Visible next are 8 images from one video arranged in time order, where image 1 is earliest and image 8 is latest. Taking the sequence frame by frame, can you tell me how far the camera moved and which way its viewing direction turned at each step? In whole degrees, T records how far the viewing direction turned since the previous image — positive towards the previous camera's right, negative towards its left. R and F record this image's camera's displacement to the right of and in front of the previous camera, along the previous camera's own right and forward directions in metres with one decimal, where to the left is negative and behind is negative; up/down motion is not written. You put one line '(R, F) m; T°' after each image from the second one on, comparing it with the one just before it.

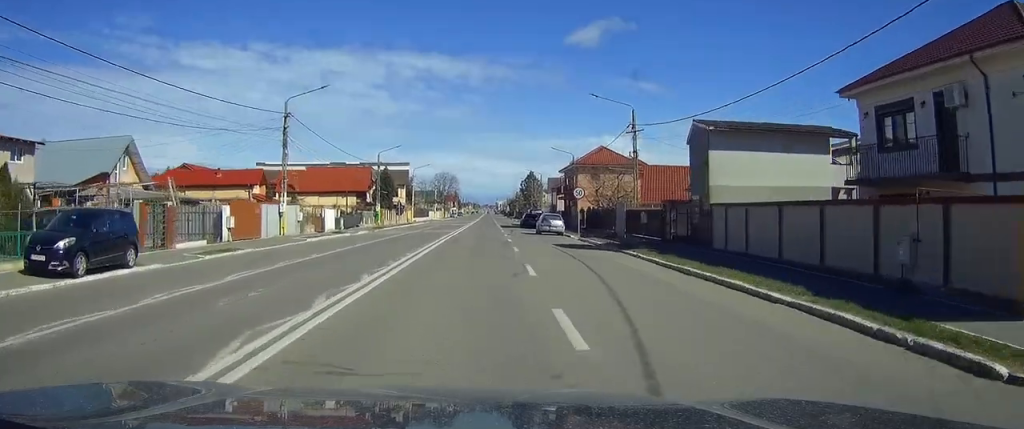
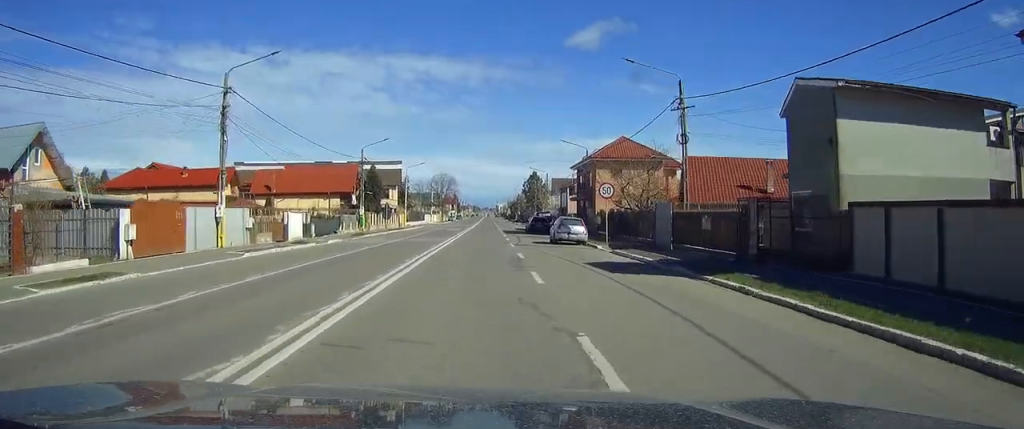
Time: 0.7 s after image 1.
(+0.1, +10.4) m; 0°
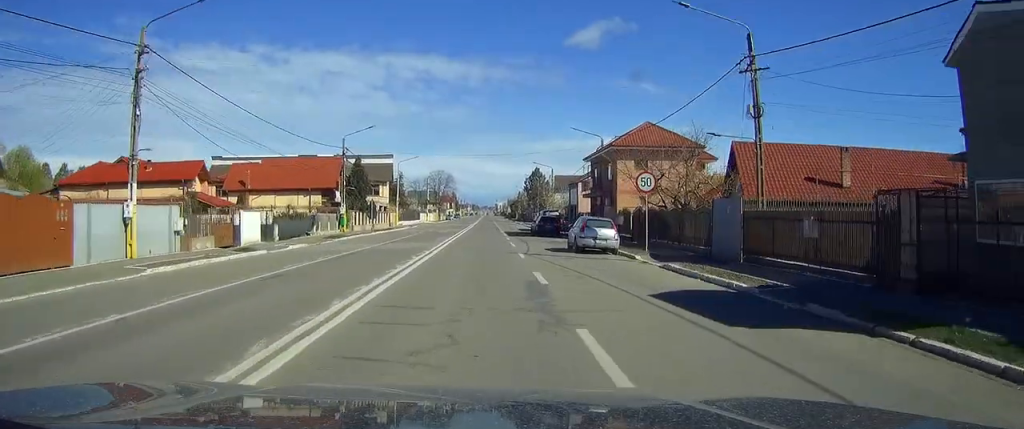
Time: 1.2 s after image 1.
(0.0, +8.9) m; 0°
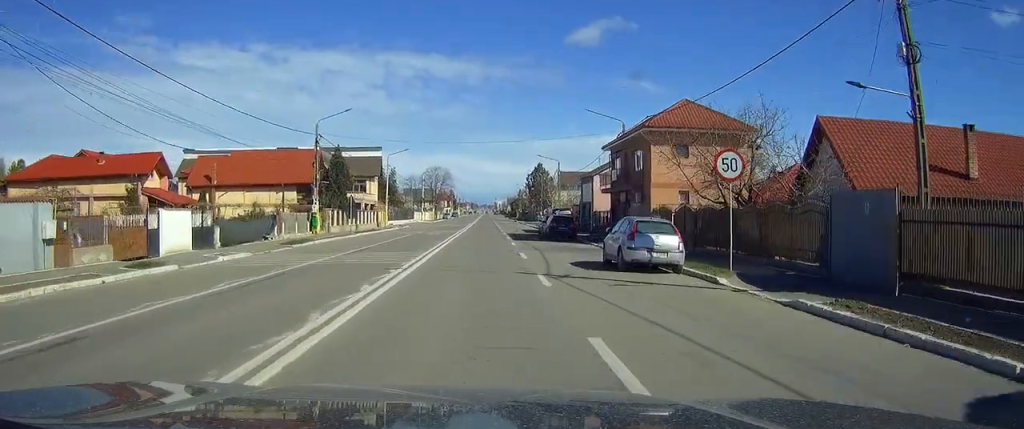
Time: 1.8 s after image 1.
(0.0, +9.6) m; 0°
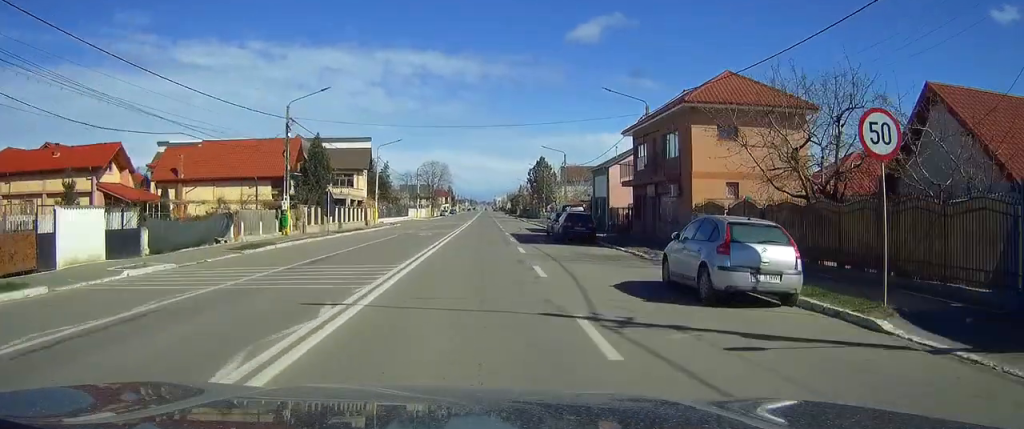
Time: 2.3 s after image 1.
(0.0, +7.5) m; 0°
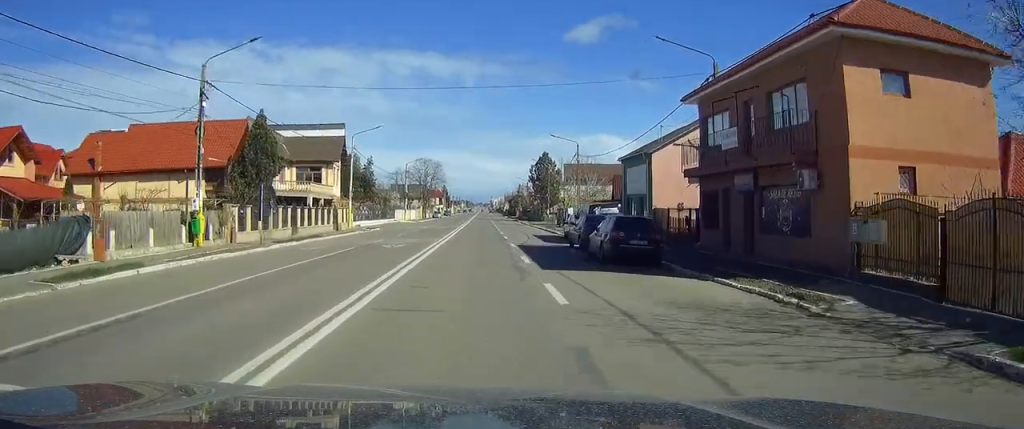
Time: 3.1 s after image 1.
(+0.1, +13.4) m; 0°
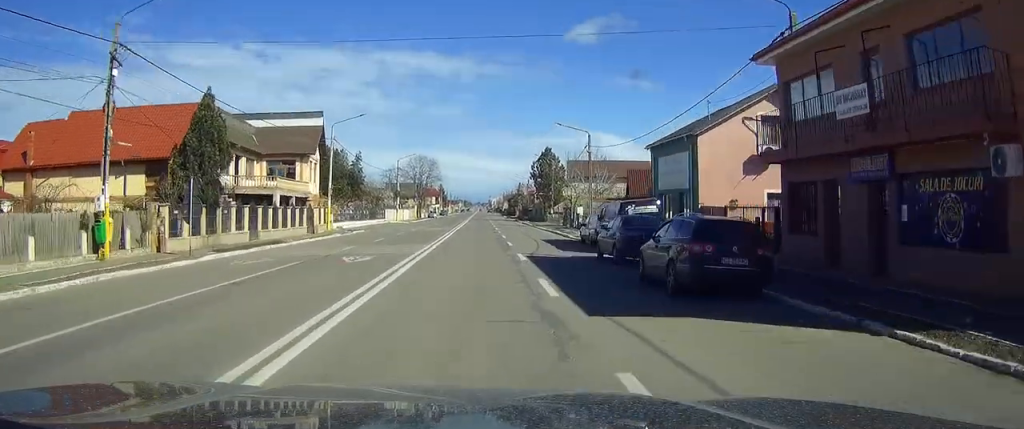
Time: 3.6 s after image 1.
(0.0, +8.1) m; 0°
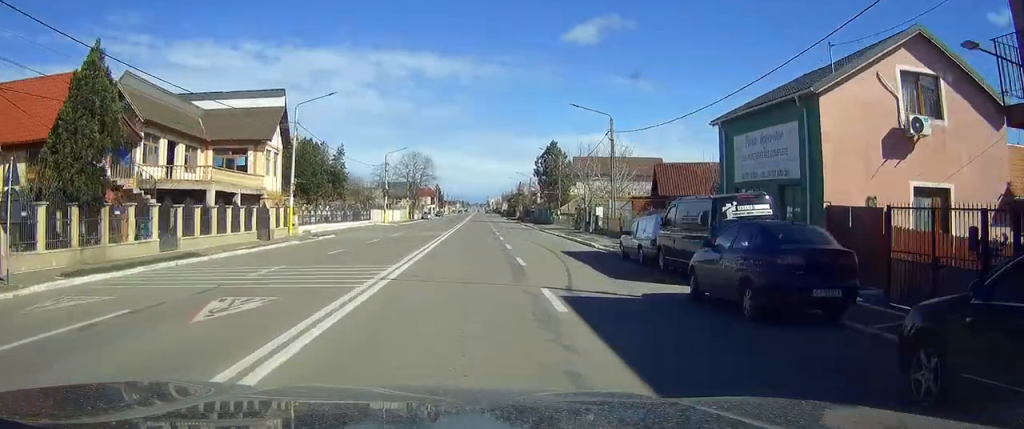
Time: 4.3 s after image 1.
(0.0, +10.8) m; 0°
